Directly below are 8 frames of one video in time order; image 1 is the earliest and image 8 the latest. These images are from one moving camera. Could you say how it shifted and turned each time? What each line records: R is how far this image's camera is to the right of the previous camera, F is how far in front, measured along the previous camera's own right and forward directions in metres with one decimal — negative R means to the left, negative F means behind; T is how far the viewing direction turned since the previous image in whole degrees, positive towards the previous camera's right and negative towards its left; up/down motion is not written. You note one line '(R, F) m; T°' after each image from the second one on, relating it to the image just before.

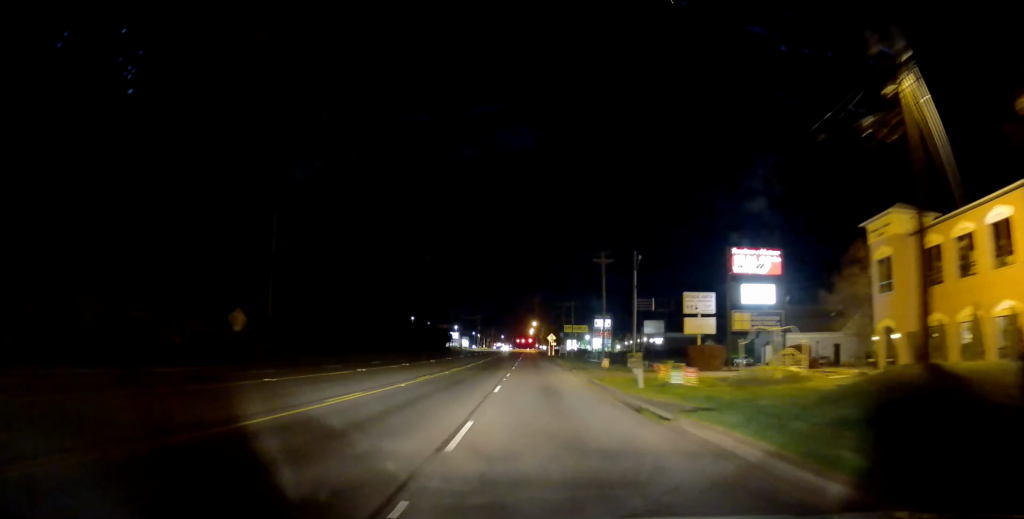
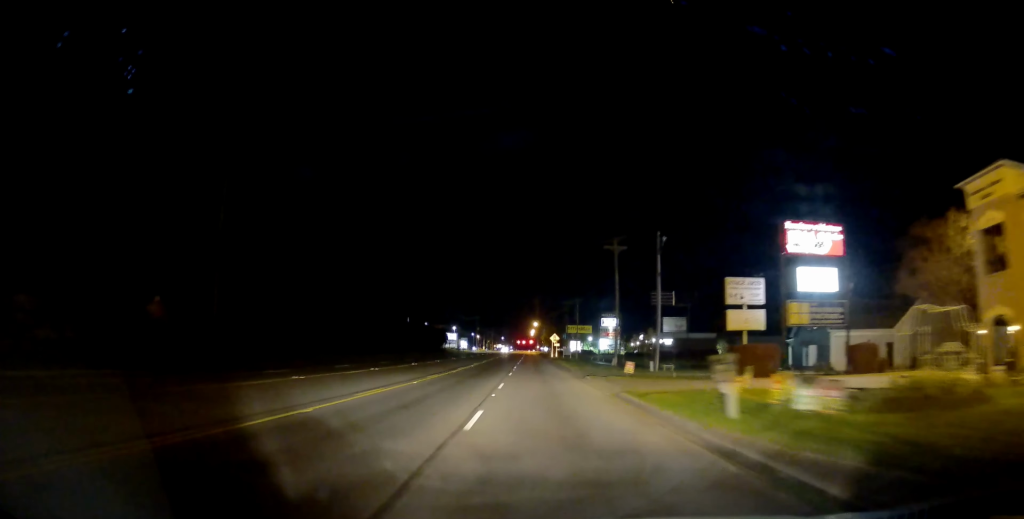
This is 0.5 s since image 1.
(0.0, +9.8) m; 0°
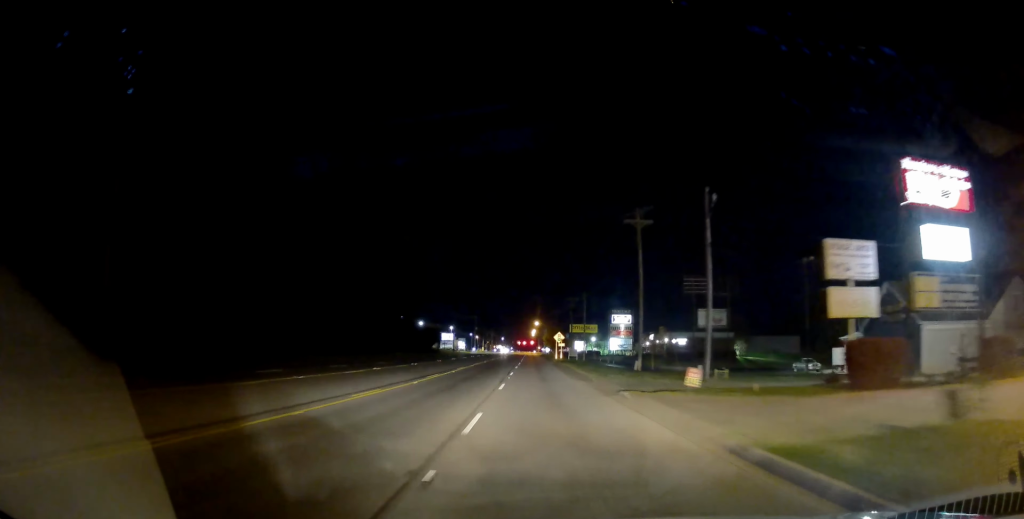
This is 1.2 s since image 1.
(-0.1, +12.6) m; 0°
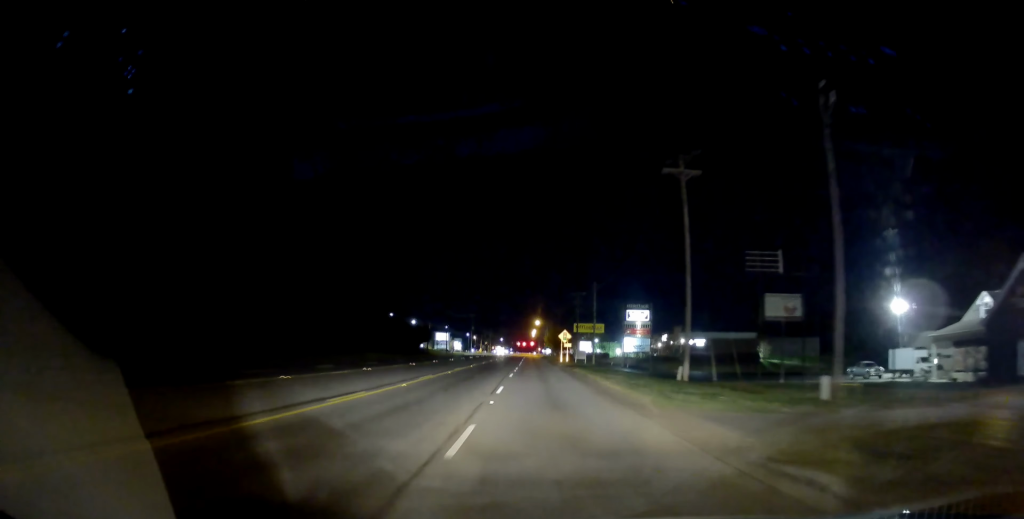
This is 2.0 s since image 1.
(-0.1, +14.2) m; 0°
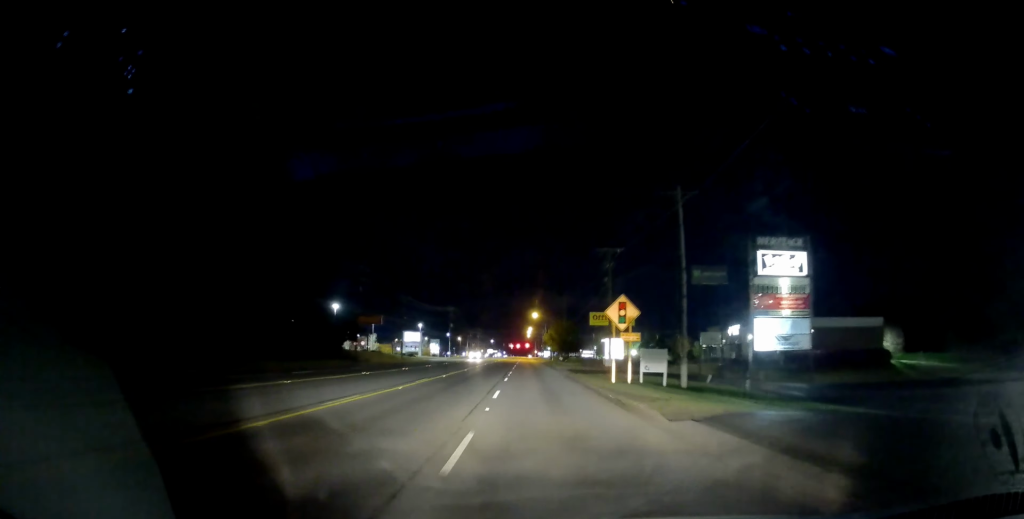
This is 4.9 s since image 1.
(-0.3, +49.0) m; -1°
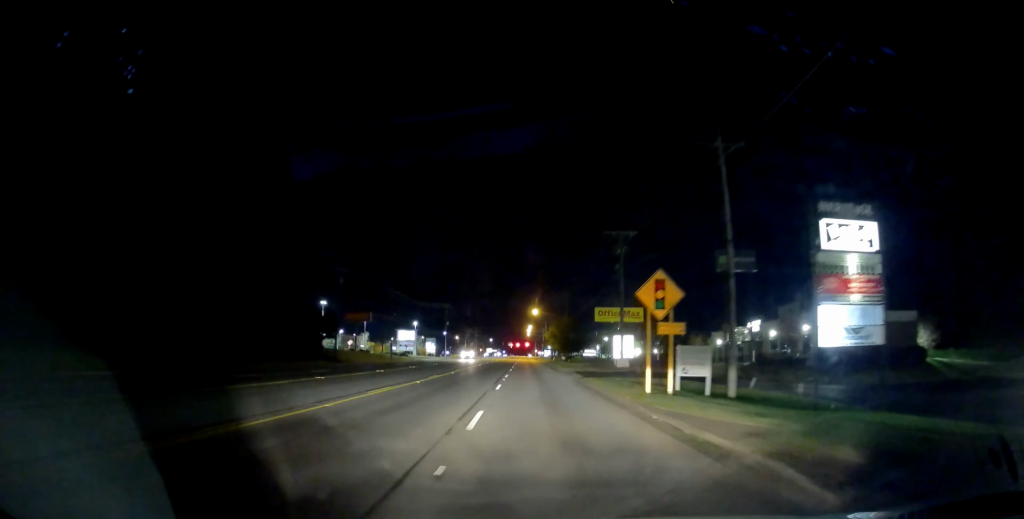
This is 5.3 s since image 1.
(-0.1, +7.9) m; +1°
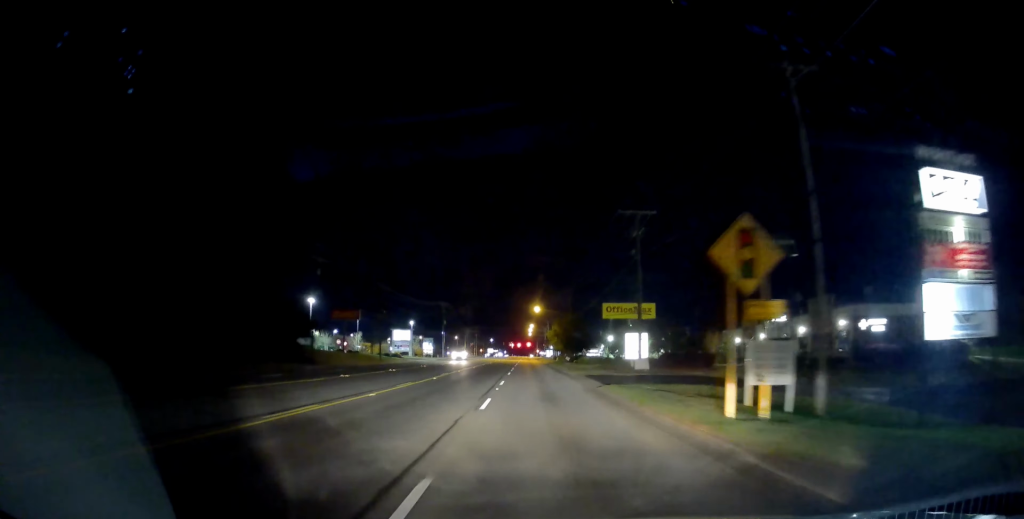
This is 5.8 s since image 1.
(0.0, +7.8) m; +1°
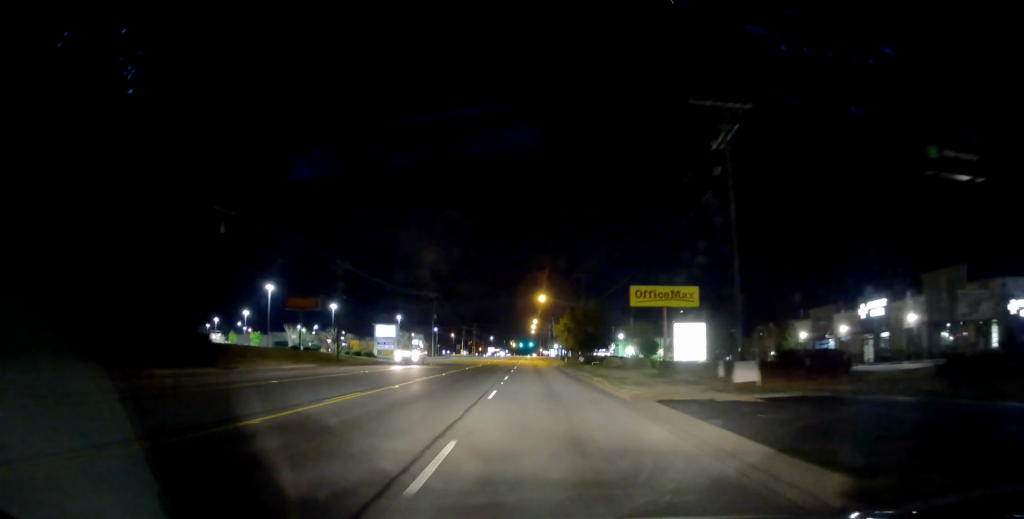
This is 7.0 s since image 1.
(+0.3, +20.6) m; +1°
